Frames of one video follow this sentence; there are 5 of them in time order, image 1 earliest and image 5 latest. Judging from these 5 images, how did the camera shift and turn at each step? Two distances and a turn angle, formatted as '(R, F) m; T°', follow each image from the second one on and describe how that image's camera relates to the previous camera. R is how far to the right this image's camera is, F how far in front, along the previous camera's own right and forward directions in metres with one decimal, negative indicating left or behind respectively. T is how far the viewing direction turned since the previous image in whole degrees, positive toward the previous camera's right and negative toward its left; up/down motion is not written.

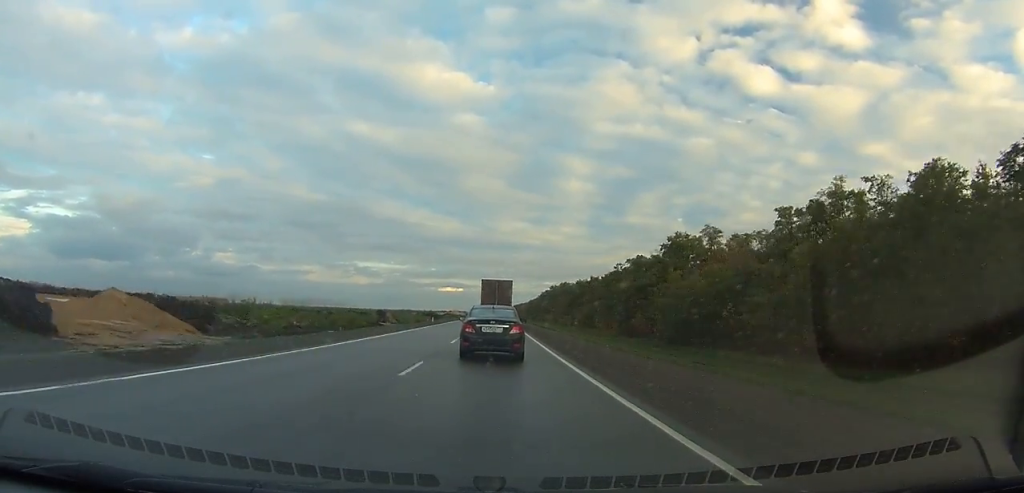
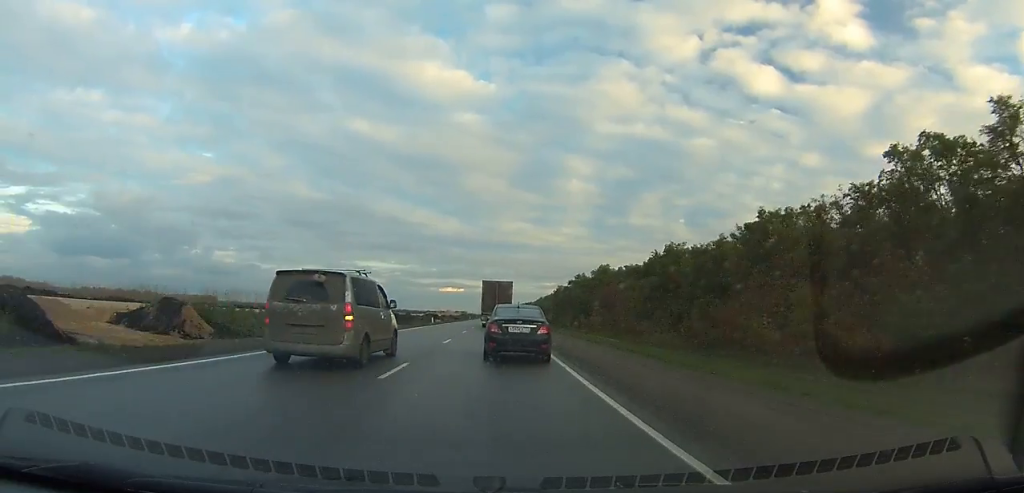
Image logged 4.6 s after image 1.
(0.0, +89.3) m; 0°
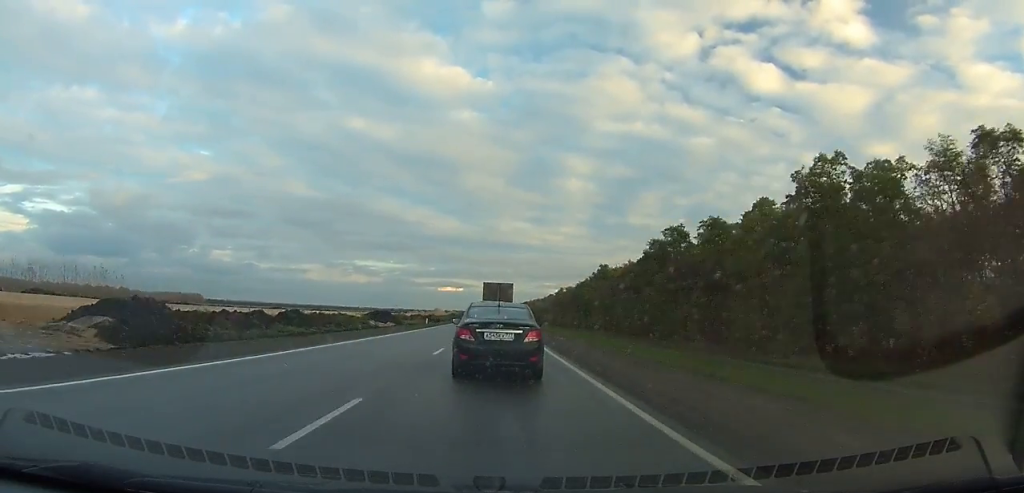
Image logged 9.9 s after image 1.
(+0.1, +108.8) m; 0°
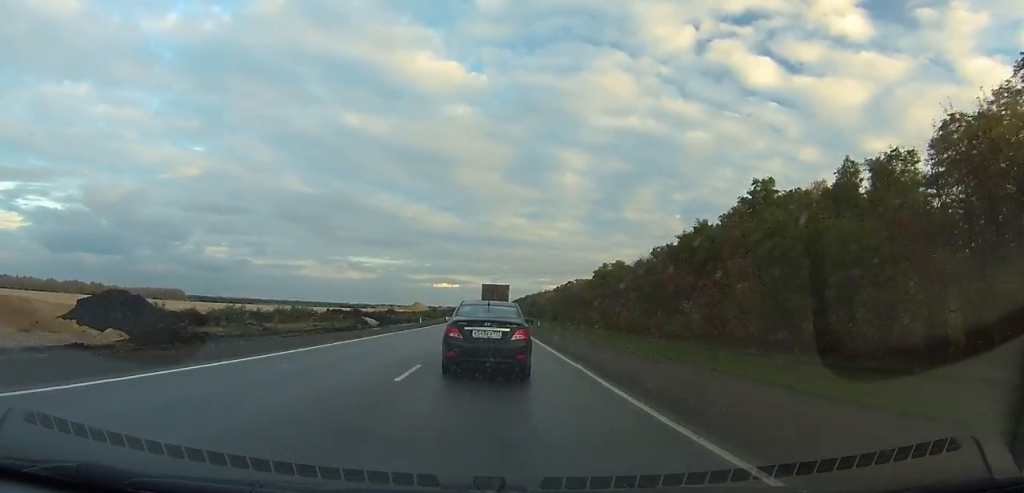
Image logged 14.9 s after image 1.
(-0.1, +104.4) m; 0°
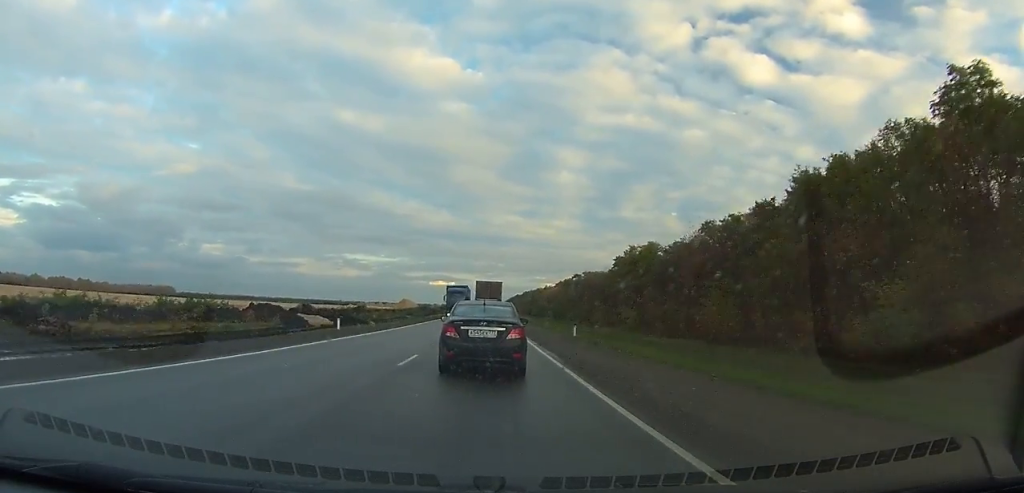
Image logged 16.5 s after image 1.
(+0.1, +33.4) m; 0°
